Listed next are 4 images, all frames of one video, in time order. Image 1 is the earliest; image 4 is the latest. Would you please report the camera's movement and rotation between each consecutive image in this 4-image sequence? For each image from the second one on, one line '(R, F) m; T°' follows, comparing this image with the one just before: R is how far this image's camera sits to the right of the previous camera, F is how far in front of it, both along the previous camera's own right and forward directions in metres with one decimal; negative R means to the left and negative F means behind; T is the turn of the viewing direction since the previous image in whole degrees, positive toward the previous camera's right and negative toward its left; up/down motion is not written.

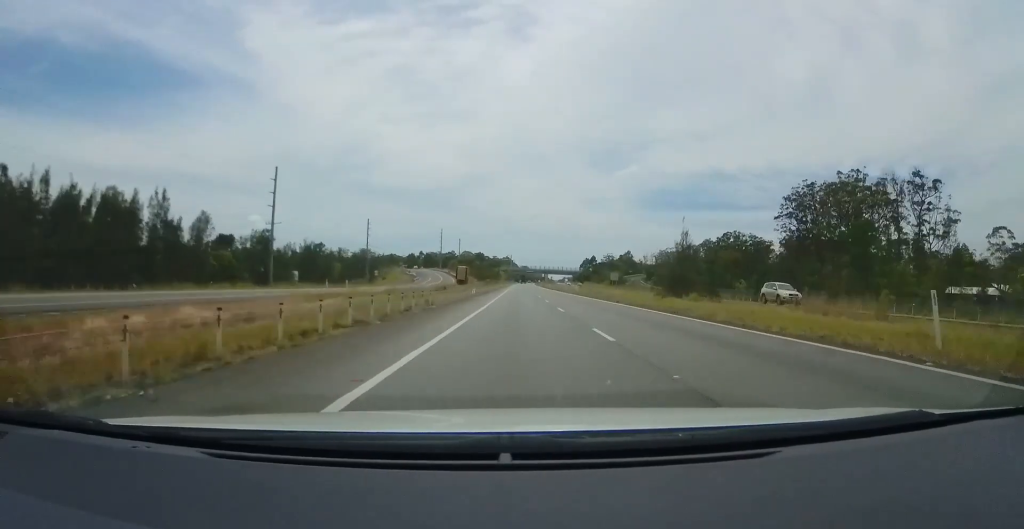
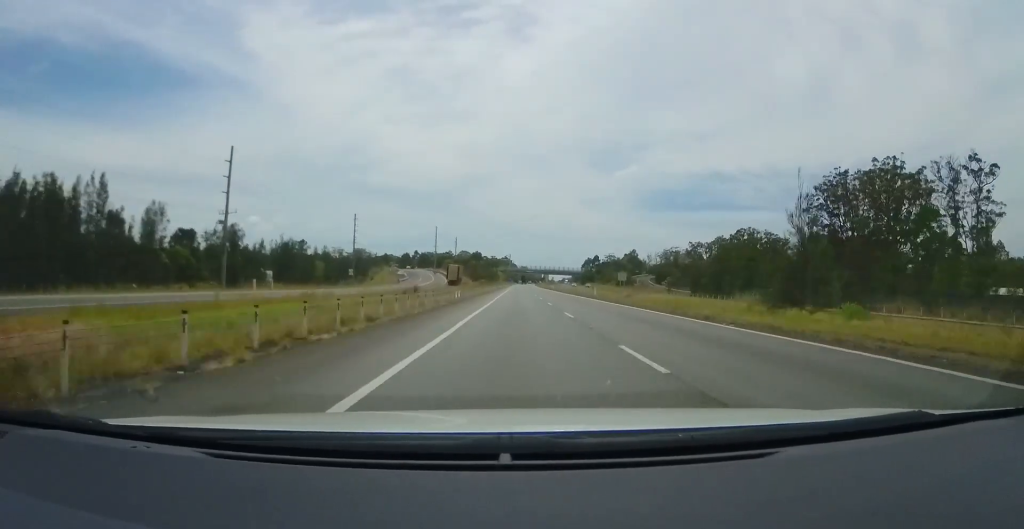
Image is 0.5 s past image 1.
(+0.1, +15.4) m; 0°
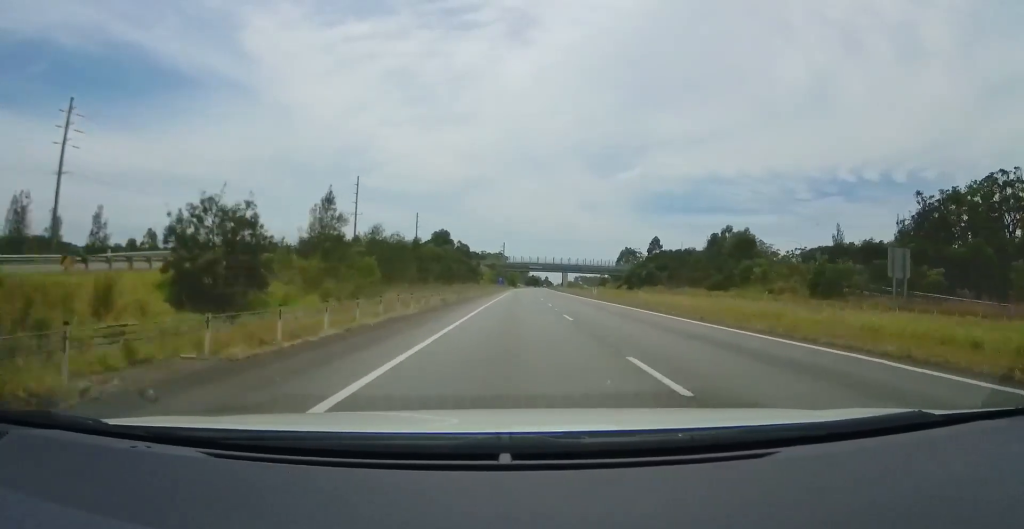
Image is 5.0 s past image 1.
(+0.3, +134.4) m; -1°
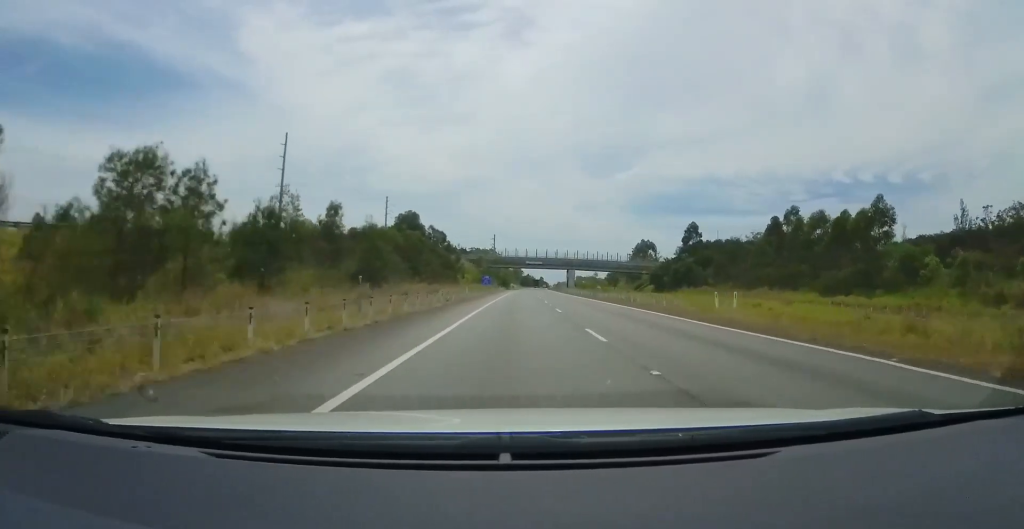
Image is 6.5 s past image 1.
(0.0, +42.3) m; 0°
